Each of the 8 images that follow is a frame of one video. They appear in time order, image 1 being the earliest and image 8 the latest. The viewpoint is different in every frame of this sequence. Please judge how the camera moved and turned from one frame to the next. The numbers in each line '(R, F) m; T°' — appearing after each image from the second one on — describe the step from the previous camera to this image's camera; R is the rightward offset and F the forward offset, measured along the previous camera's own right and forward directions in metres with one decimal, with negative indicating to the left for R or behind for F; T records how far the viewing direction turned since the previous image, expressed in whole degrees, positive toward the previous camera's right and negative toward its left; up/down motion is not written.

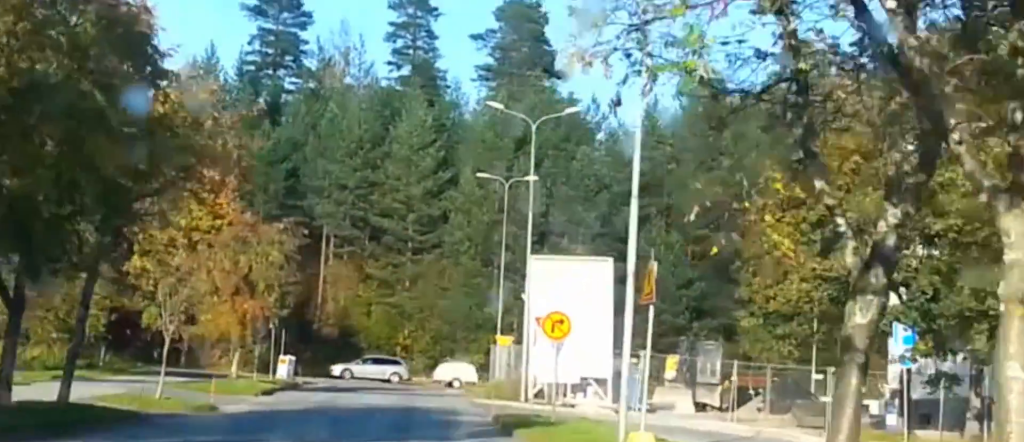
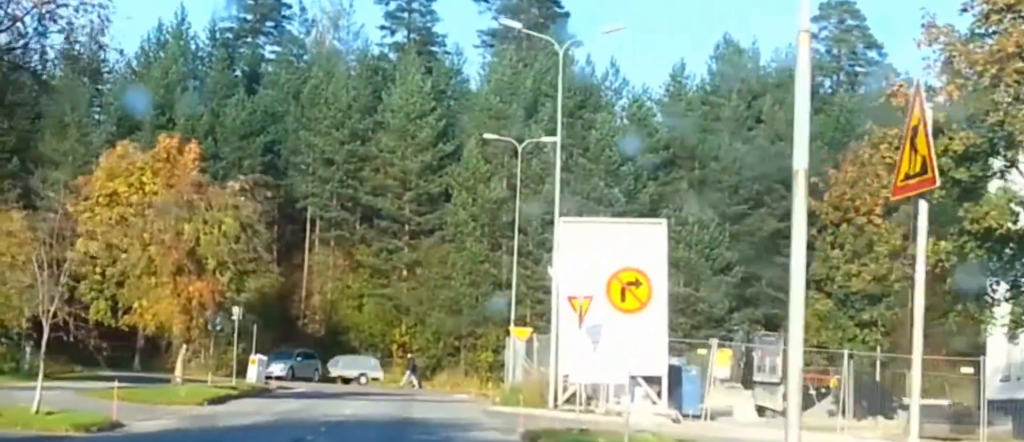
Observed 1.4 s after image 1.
(0.0, +16.3) m; 0°
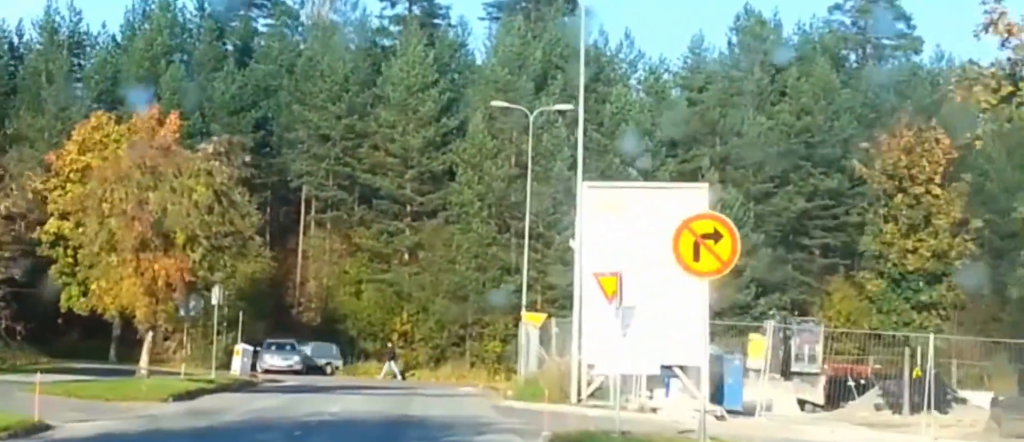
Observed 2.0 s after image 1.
(0.0, +7.6) m; 0°
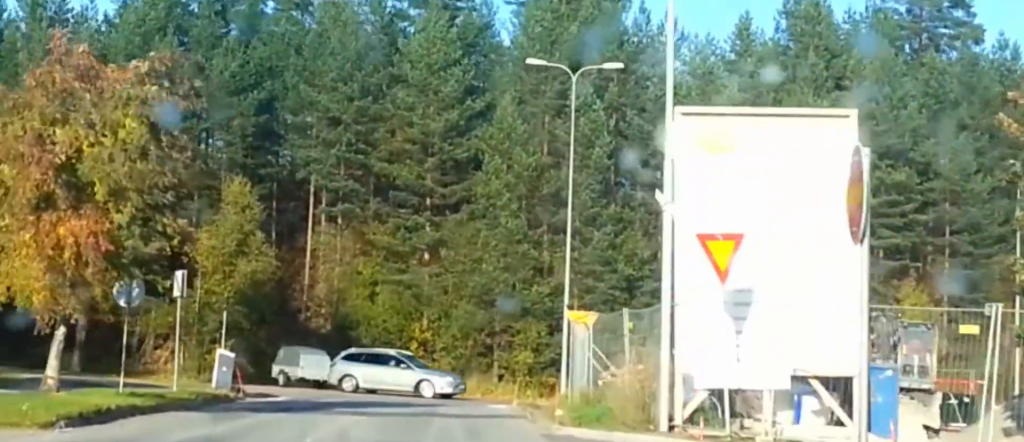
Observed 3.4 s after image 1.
(0.0, +16.3) m; -1°
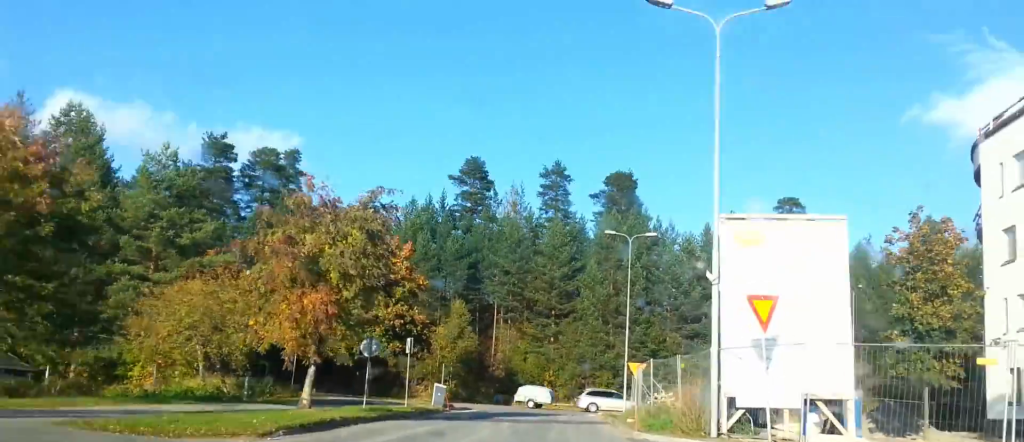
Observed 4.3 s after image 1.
(-0.2, +11.4) m; -2°
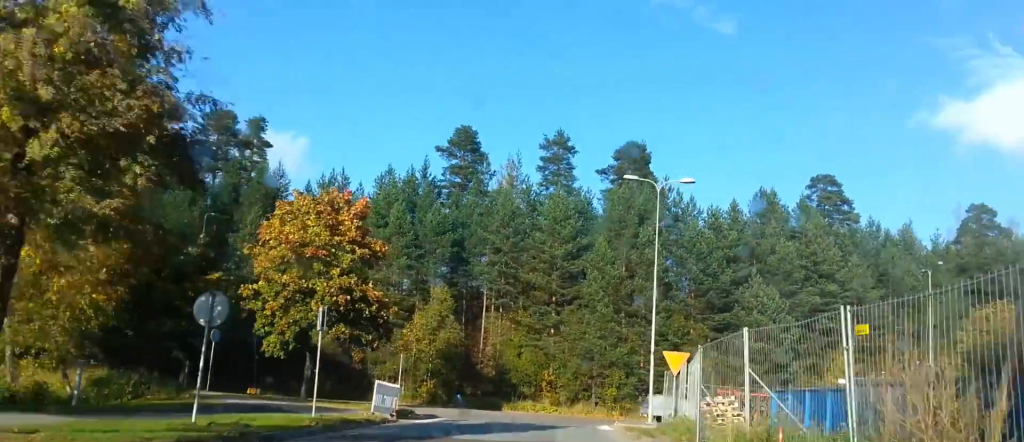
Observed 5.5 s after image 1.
(-0.3, +13.3) m; 0°
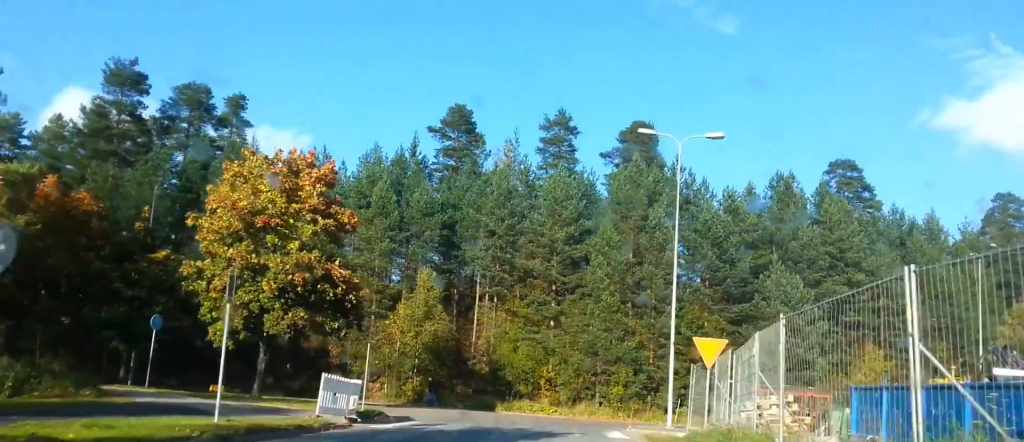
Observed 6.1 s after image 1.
(0.0, +6.3) m; +1°
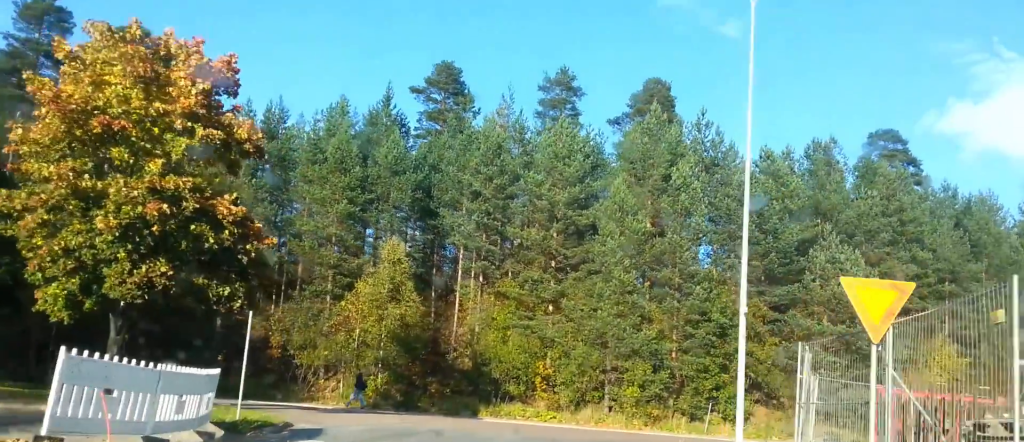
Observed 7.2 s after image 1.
(+0.3, +11.6) m; +1°
